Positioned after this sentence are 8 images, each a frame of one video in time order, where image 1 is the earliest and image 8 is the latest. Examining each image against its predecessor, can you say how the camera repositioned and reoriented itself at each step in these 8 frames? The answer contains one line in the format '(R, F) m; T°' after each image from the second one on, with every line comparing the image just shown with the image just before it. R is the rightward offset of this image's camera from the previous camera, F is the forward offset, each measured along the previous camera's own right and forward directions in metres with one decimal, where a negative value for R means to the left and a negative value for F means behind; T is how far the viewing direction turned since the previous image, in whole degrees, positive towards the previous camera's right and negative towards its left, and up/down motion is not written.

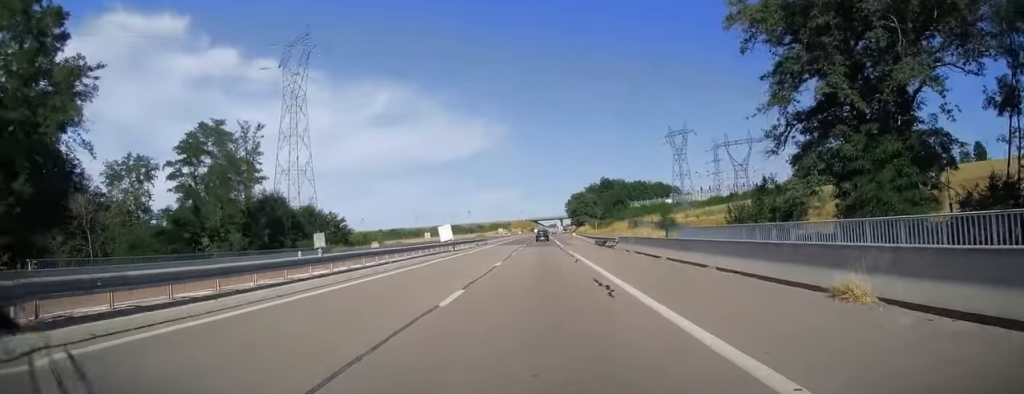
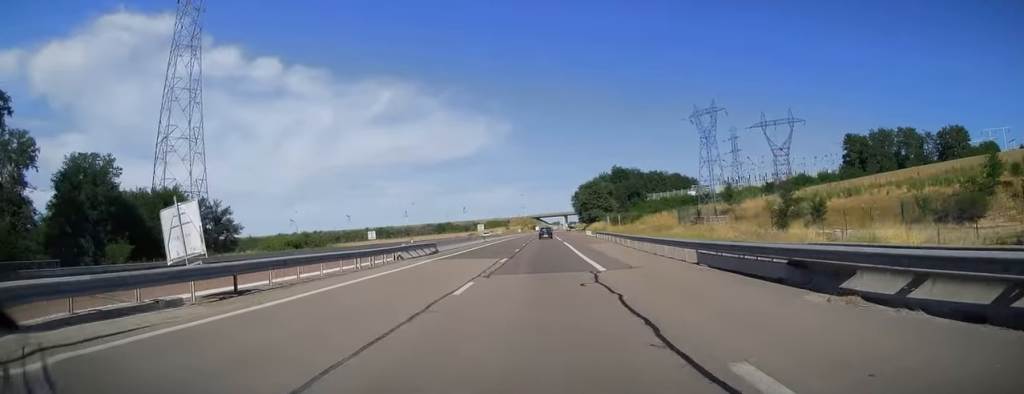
(0.0, +37.4) m; 0°
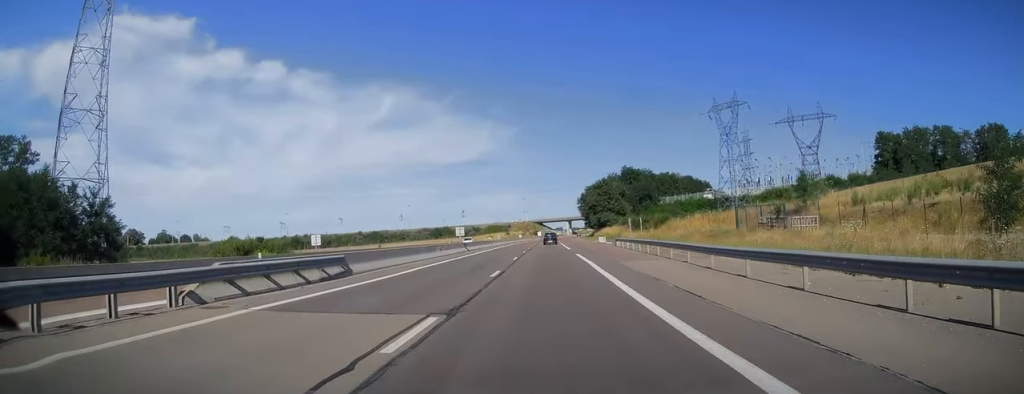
(0.0, +19.2) m; 0°
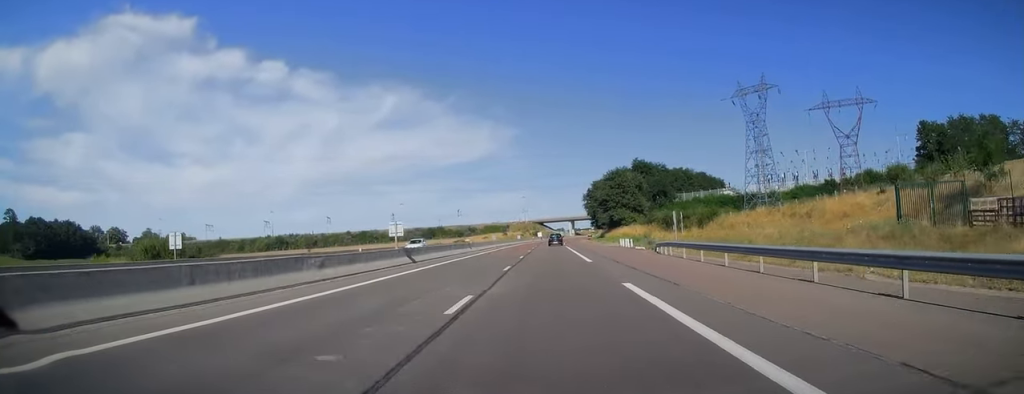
(0.0, +22.7) m; 0°
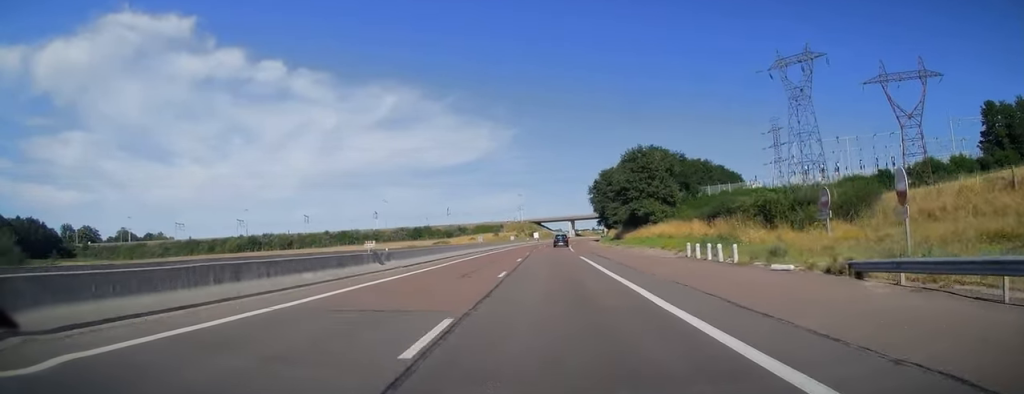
(0.0, +29.7) m; 0°
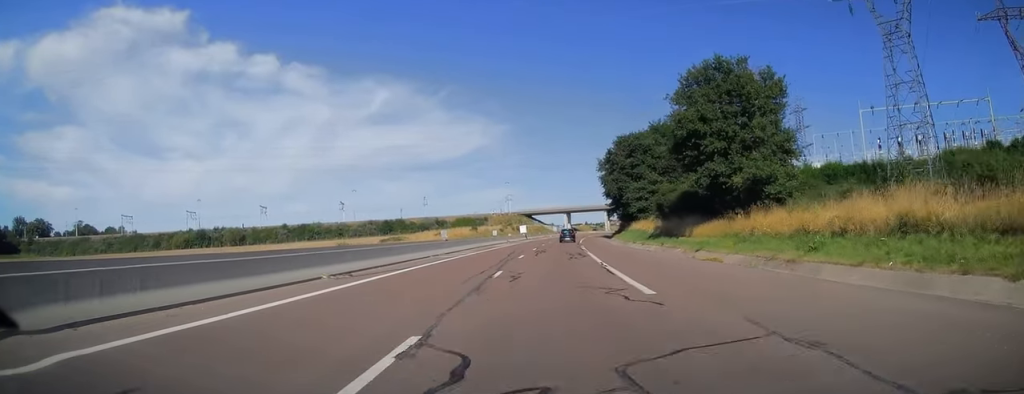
(0.0, +41.6) m; +1°
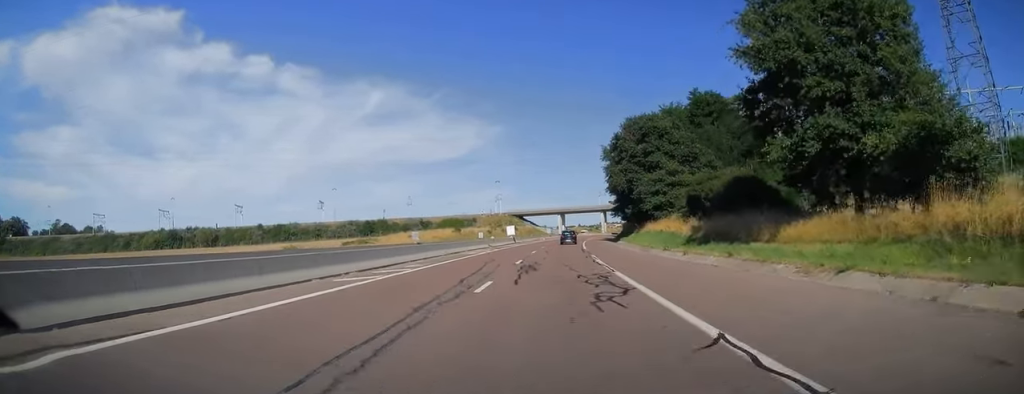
(0.0, +17.3) m; +1°
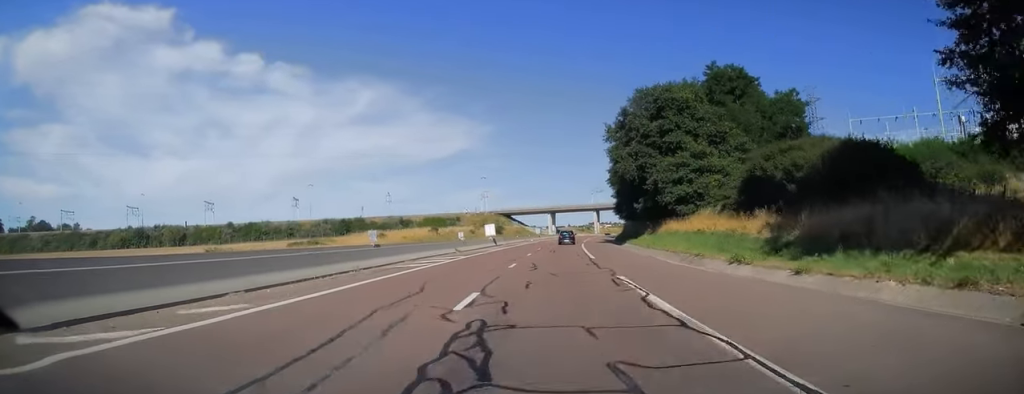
(+0.1, +16.2) m; +1°
